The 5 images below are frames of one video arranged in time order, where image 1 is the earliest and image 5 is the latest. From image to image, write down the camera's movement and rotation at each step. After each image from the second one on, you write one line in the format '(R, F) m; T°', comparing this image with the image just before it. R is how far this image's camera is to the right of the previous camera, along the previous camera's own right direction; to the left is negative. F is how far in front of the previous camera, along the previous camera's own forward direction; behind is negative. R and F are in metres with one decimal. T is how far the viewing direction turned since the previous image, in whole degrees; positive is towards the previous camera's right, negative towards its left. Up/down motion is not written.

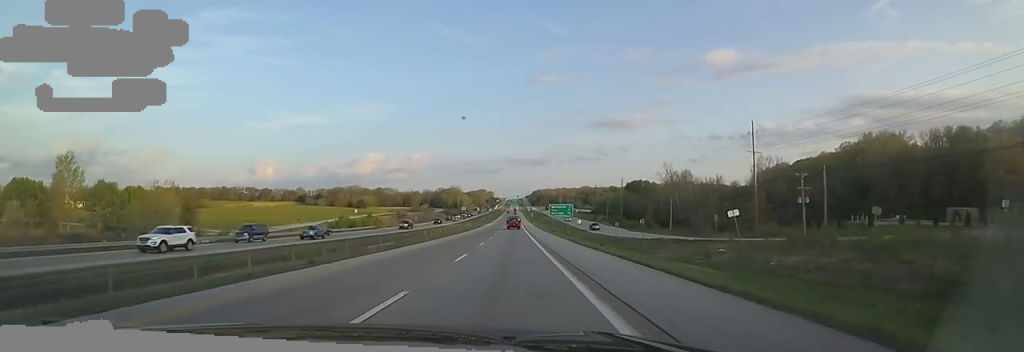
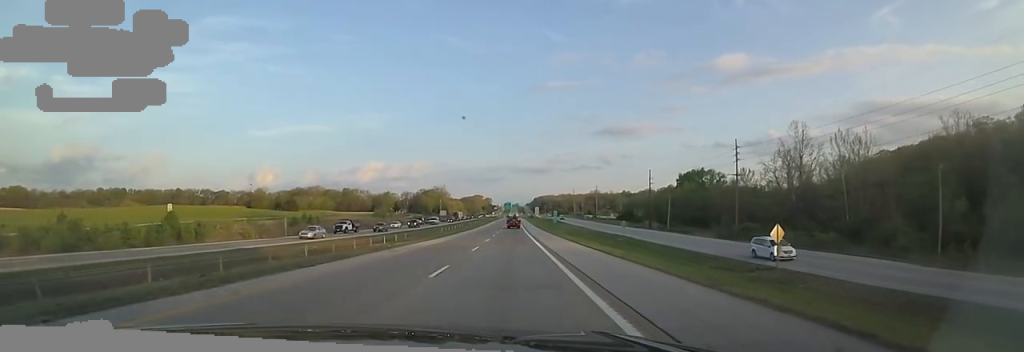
(+0.8, +89.9) m; +1°
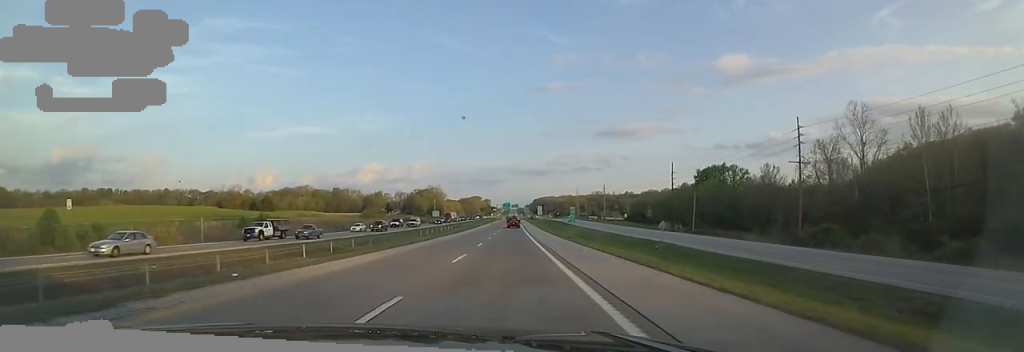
(0.0, +19.0) m; 0°
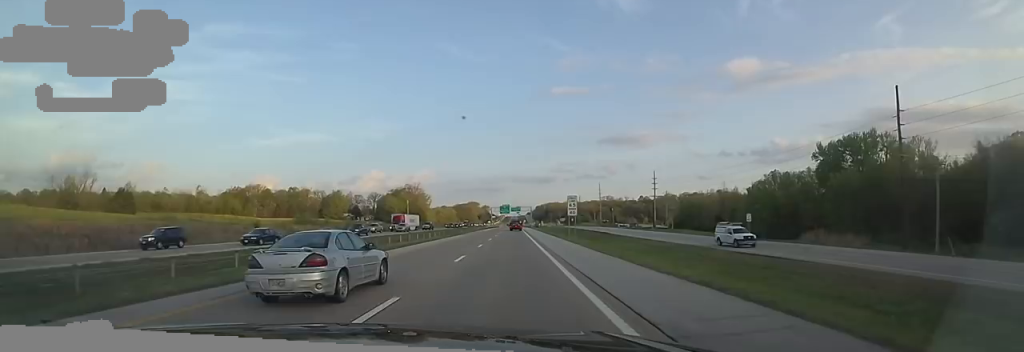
(-1.0, +68.8) m; -1°
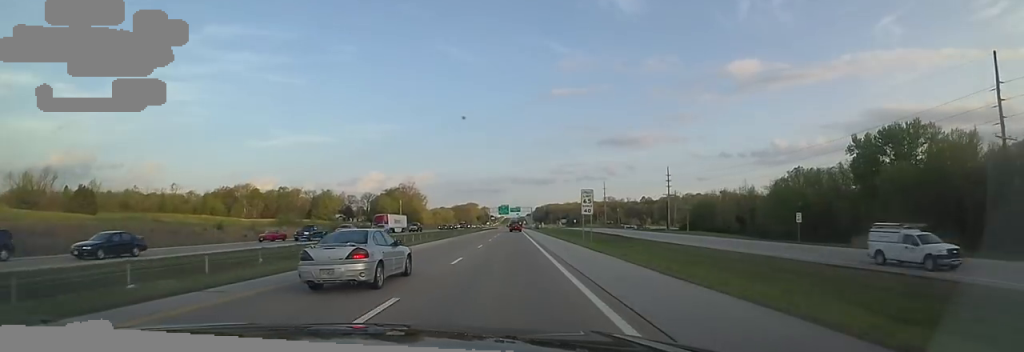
(+0.2, +12.0) m; +1°
